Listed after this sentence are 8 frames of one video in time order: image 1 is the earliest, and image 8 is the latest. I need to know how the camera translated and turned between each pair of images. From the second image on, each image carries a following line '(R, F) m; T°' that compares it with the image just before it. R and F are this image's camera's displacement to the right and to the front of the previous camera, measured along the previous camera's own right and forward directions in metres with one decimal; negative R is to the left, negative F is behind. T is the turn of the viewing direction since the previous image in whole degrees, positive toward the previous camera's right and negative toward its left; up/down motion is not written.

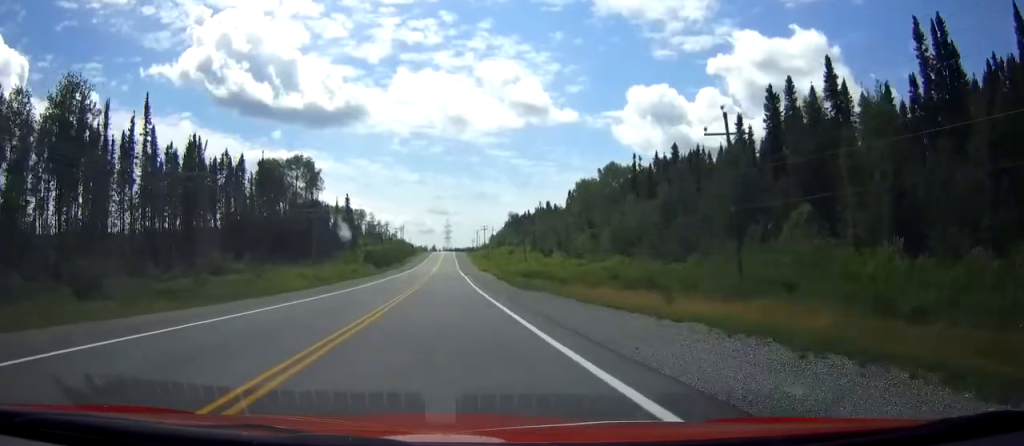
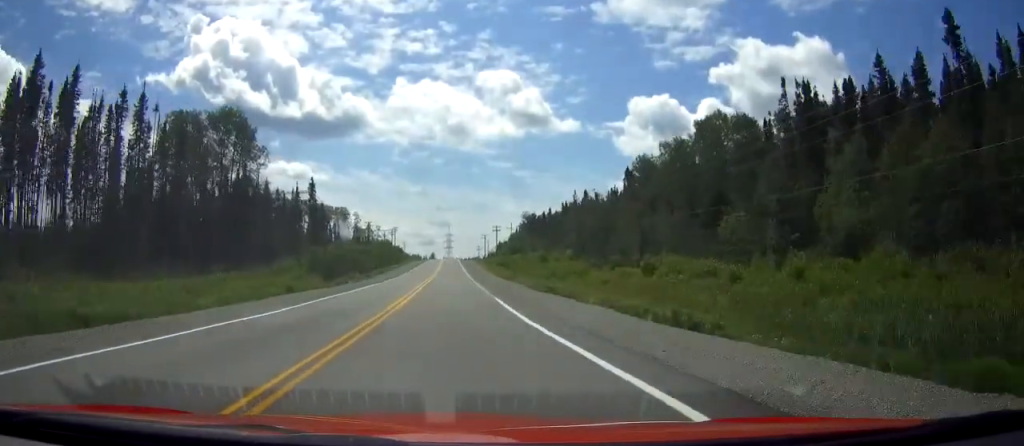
(-0.1, +57.4) m; 0°
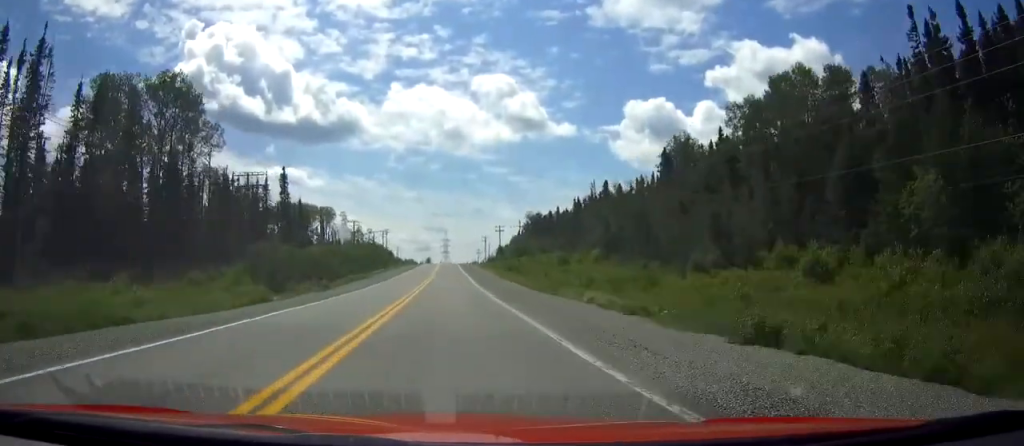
(0.0, +23.9) m; 0°
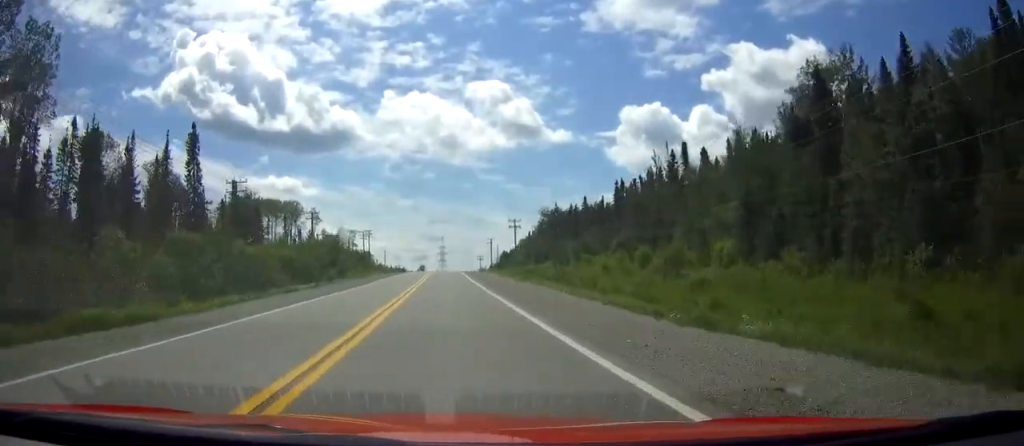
(0.0, +46.7) m; 0°
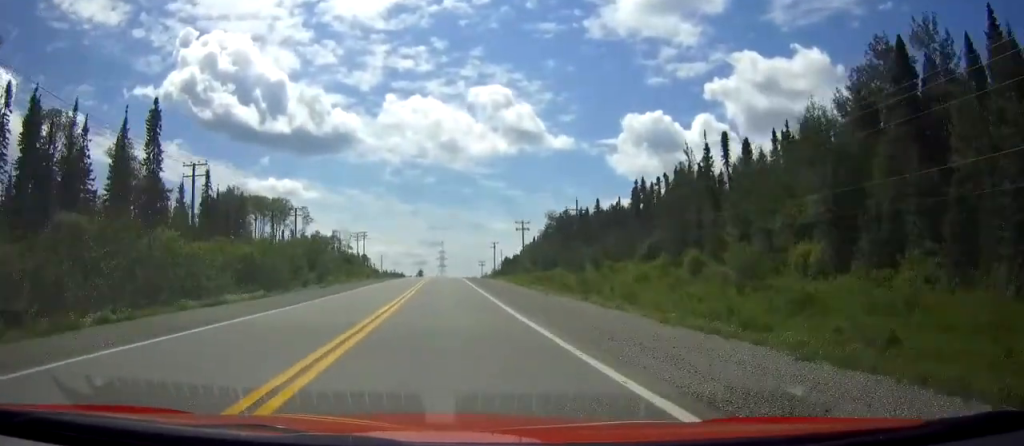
(0.0, +13.0) m; 0°
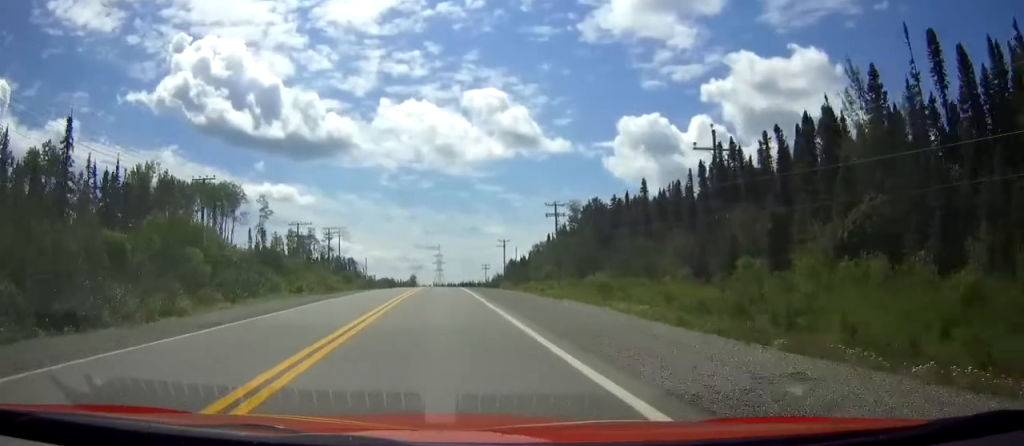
(0.0, +38.9) m; 0°
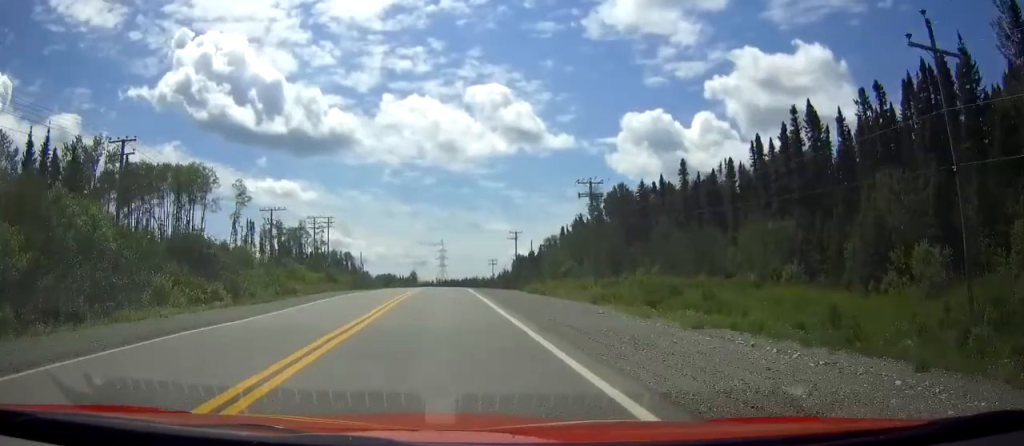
(0.0, +18.2) m; 0°
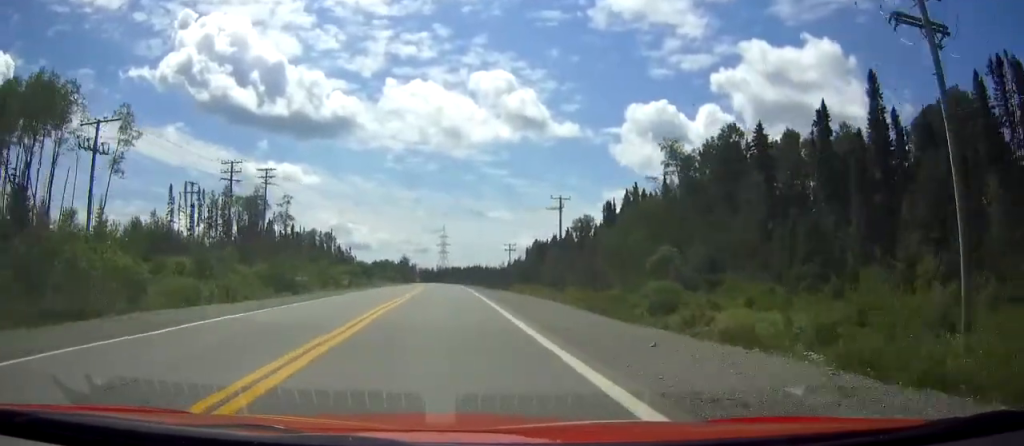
(0.0, +47.9) m; 0°
